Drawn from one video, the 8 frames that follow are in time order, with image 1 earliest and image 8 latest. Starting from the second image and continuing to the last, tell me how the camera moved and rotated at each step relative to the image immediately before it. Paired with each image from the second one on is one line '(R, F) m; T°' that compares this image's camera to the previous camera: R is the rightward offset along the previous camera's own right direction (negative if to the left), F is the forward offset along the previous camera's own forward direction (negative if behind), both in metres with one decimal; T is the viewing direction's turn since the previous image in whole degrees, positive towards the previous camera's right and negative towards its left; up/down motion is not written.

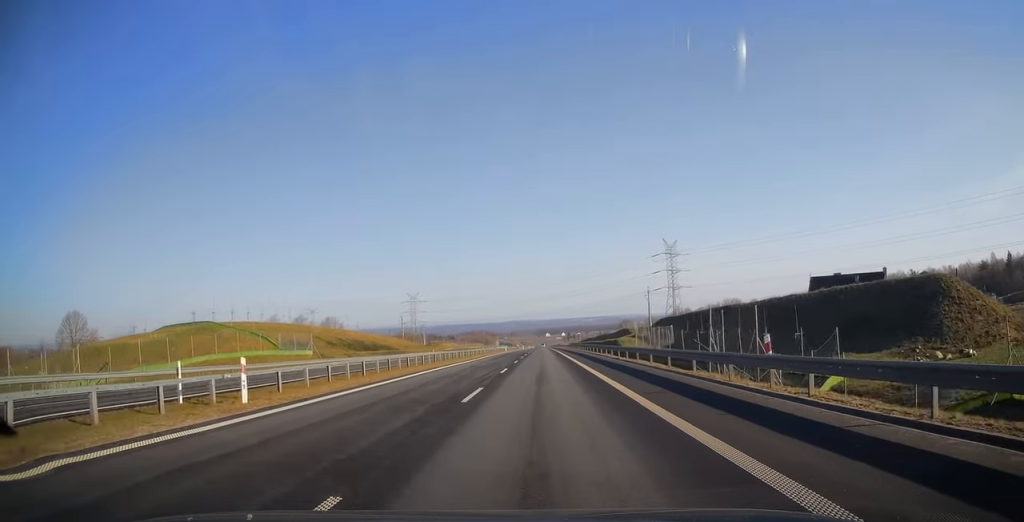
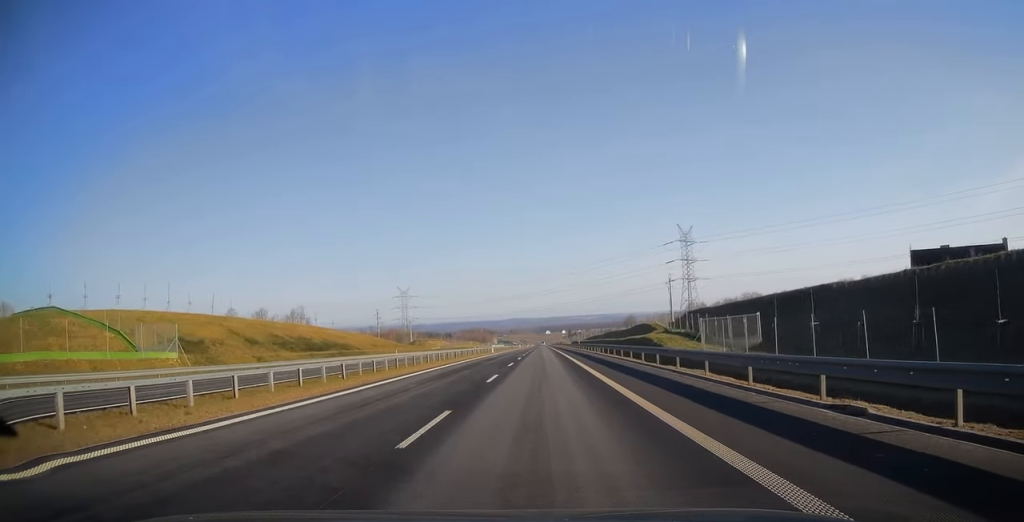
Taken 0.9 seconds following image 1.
(0.0, +29.7) m; 0°
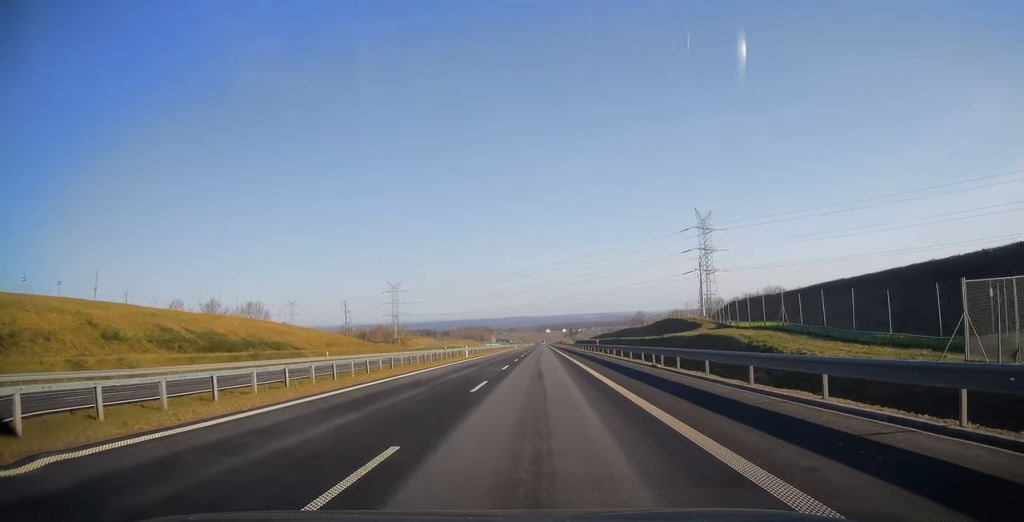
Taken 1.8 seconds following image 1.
(+0.1, +28.2) m; 0°
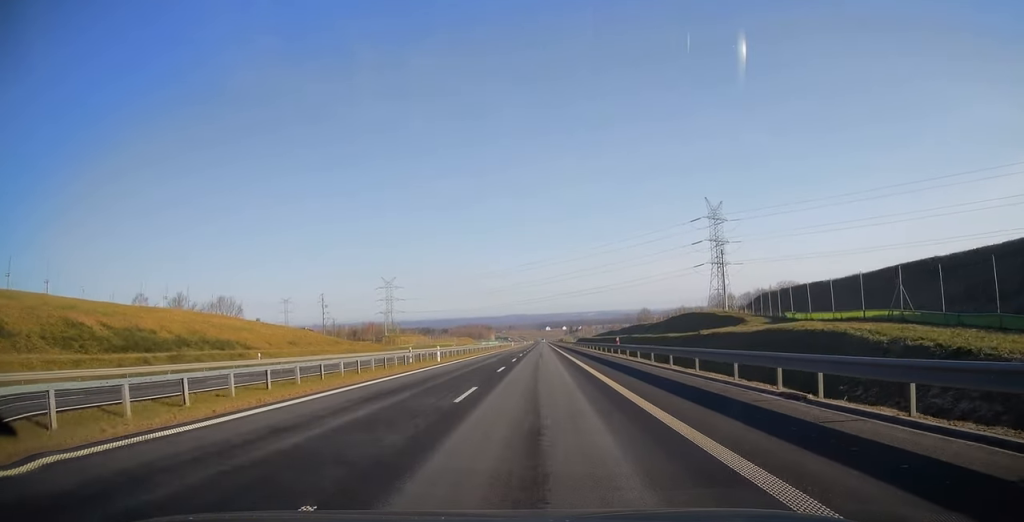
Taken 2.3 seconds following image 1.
(0.0, +14.9) m; 0°
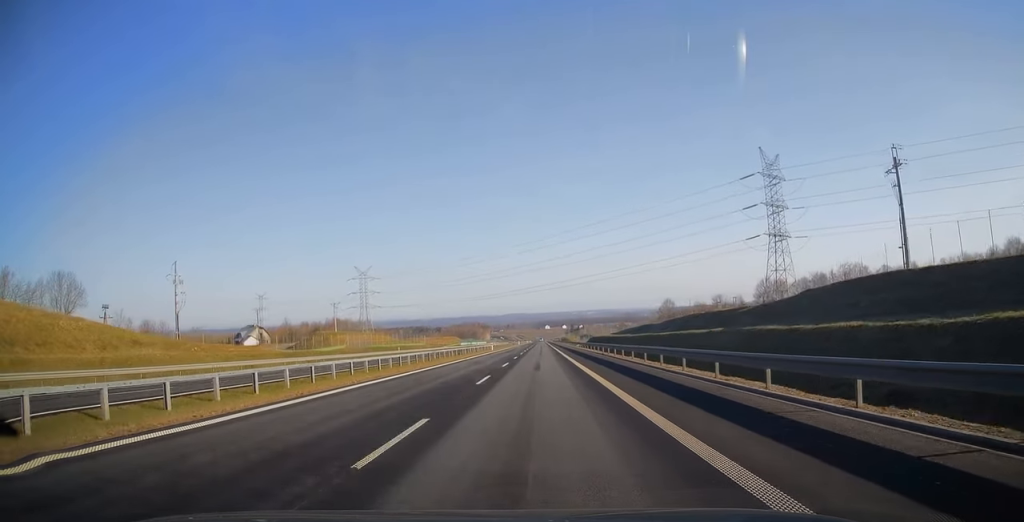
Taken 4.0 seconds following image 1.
(0.0, +54.9) m; 0°
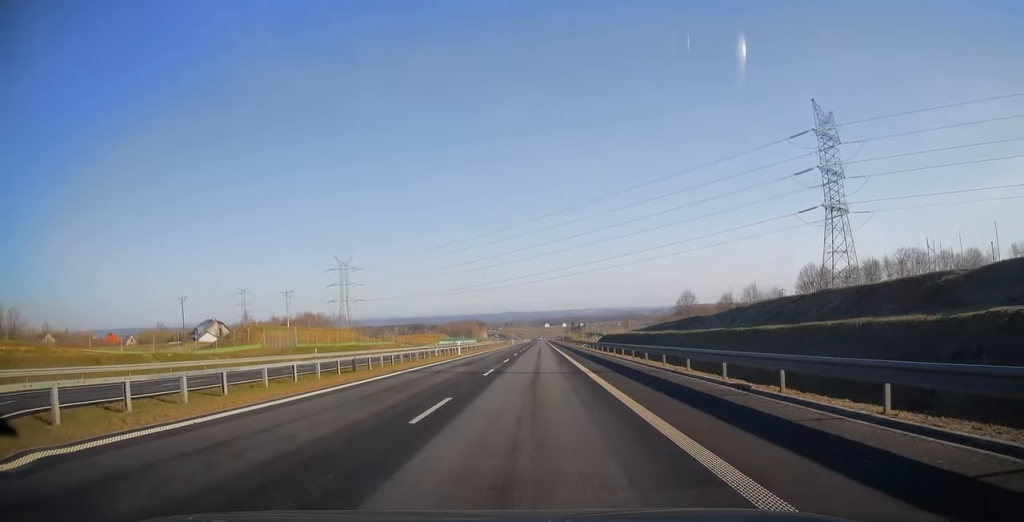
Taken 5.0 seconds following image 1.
(0.0, +33.0) m; 0°
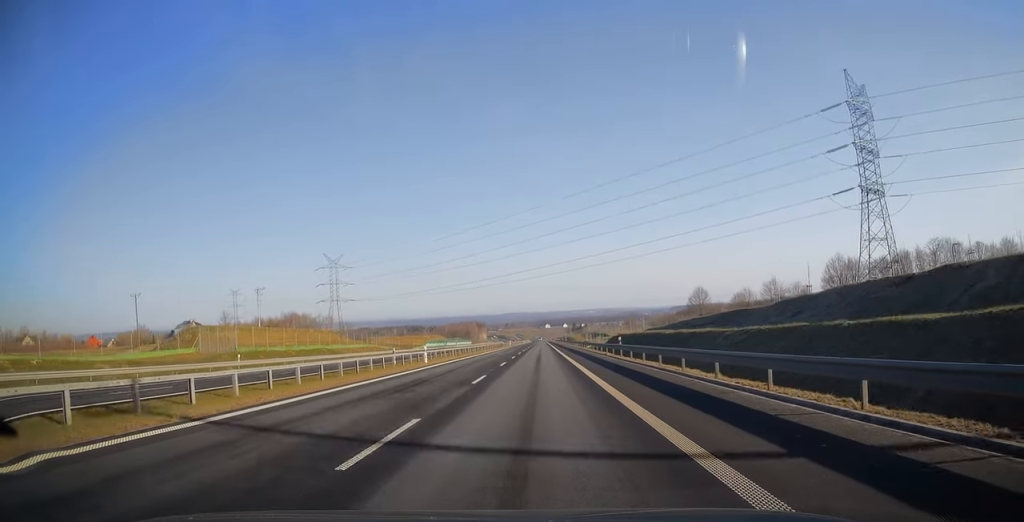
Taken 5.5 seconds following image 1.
(0.0, +15.4) m; 0°
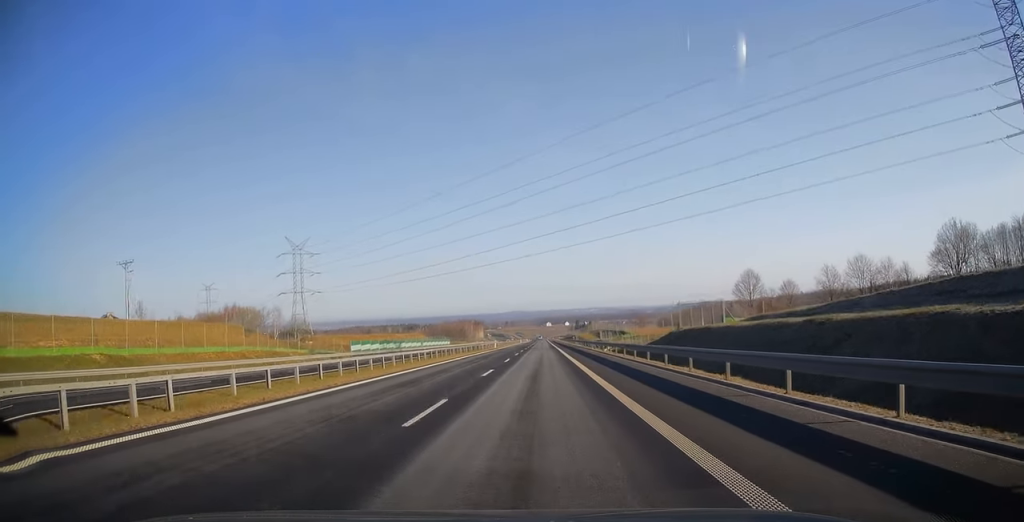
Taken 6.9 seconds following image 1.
(0.0, +45.1) m; 0°
